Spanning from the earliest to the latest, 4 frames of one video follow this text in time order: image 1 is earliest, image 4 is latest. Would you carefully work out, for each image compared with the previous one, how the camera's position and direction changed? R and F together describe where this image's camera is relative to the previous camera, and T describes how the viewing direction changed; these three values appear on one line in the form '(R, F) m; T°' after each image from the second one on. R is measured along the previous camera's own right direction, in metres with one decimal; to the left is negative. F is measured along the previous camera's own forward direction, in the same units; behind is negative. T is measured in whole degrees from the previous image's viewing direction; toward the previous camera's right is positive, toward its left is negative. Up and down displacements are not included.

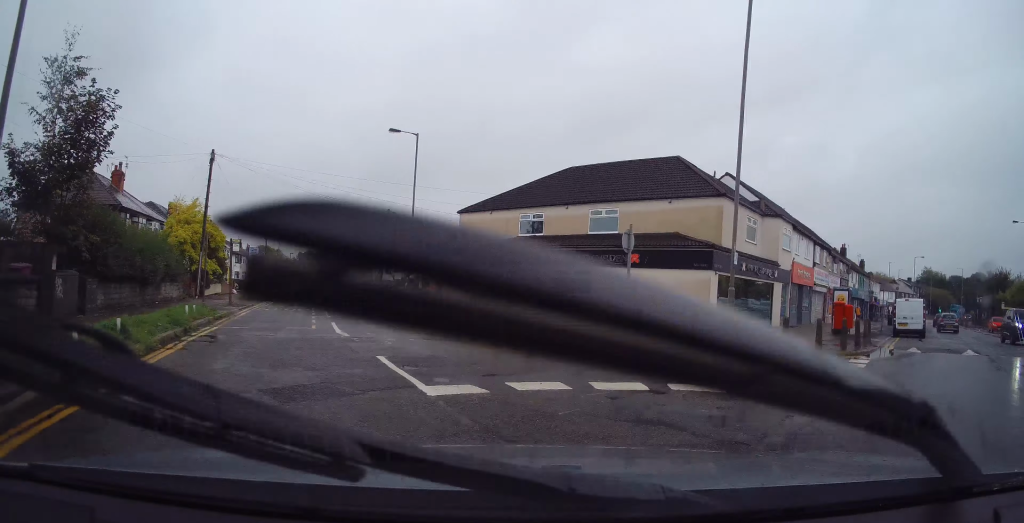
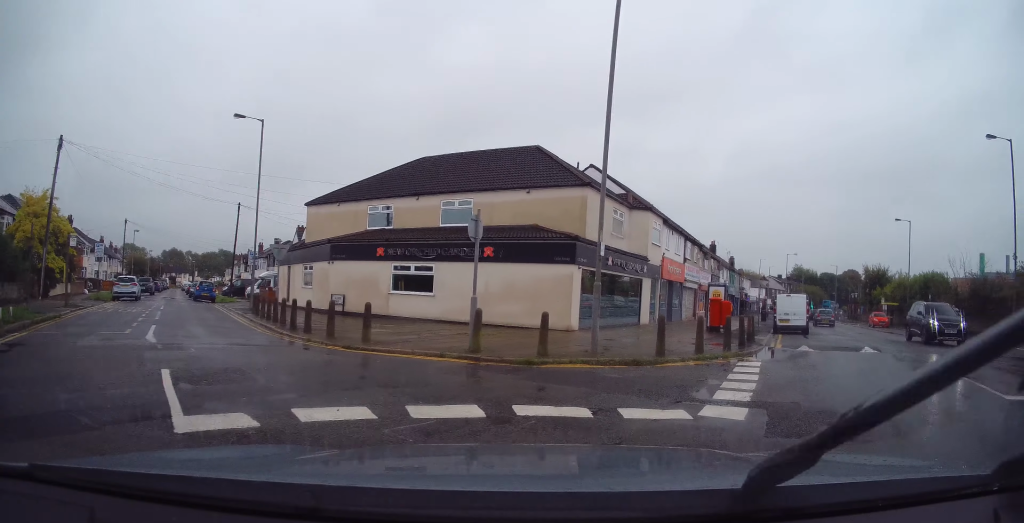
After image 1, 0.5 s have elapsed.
(+0.2, +2.0) m; +12°
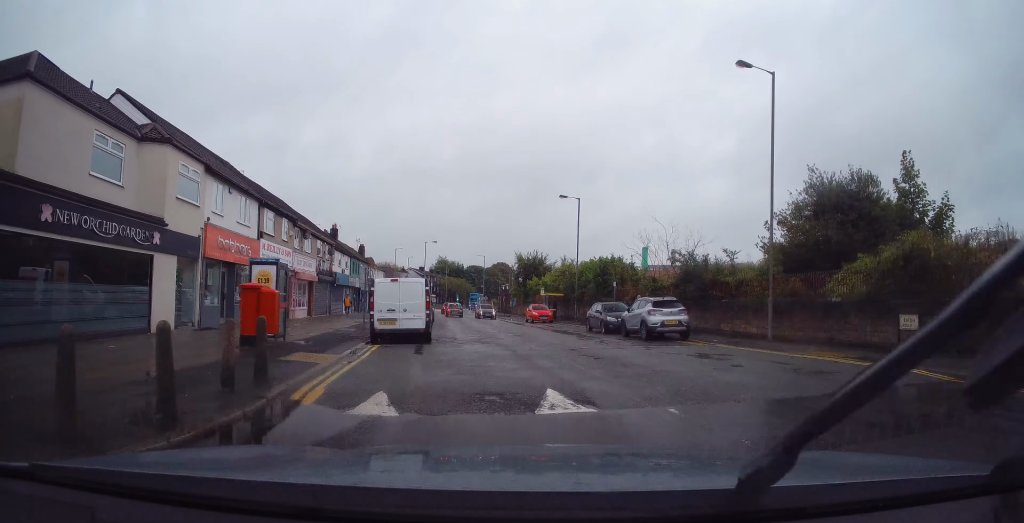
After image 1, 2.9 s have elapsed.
(+3.8, +9.6) m; +28°
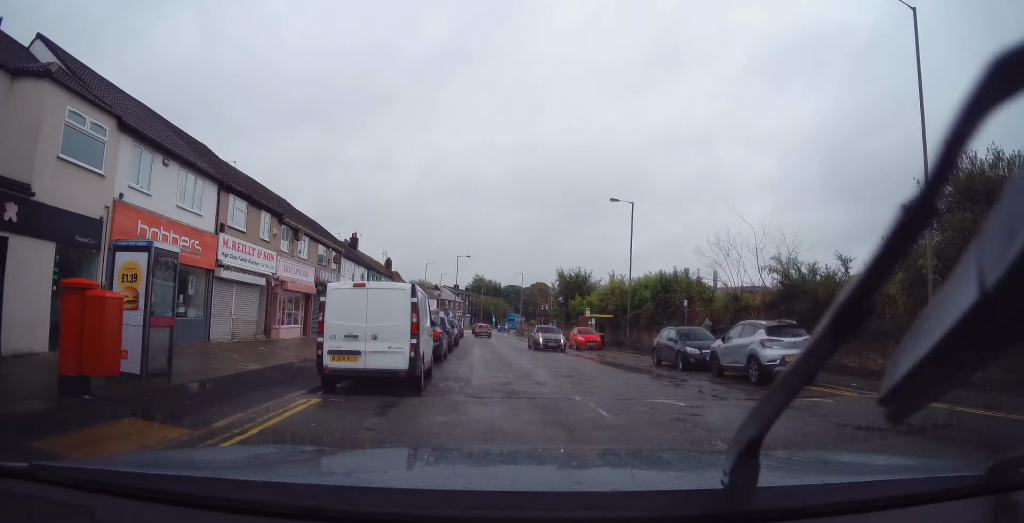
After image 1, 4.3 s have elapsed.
(0.0, +6.9) m; +1°
